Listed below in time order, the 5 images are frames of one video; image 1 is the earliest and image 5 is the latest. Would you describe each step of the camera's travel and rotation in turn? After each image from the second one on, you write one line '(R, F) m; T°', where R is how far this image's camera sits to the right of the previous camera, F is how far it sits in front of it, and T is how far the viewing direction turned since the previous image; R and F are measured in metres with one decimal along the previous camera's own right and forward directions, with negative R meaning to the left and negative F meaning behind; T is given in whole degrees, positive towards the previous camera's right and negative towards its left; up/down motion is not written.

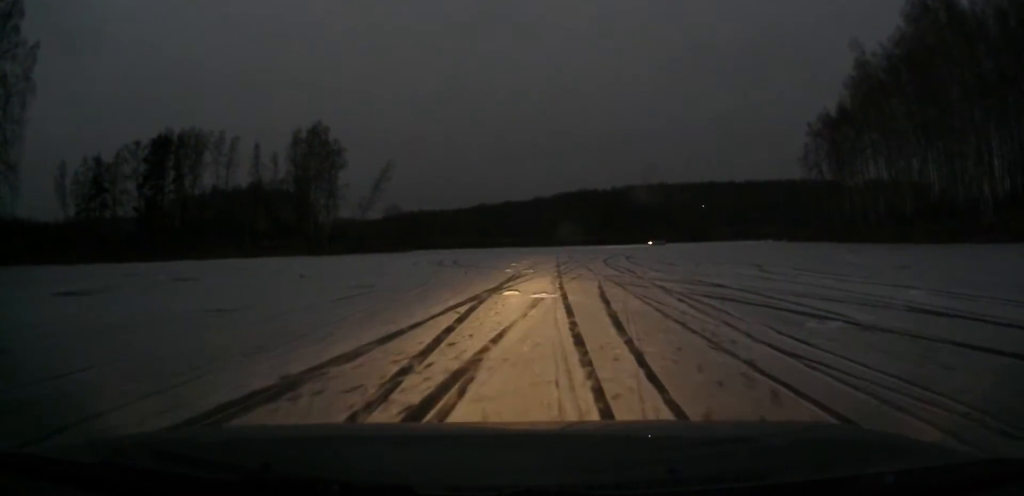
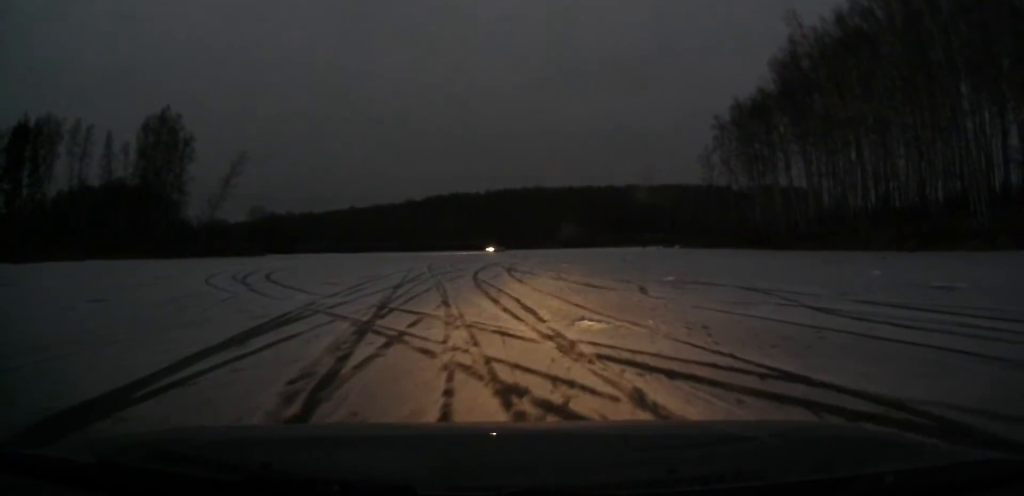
(+1.5, +13.3) m; +16°
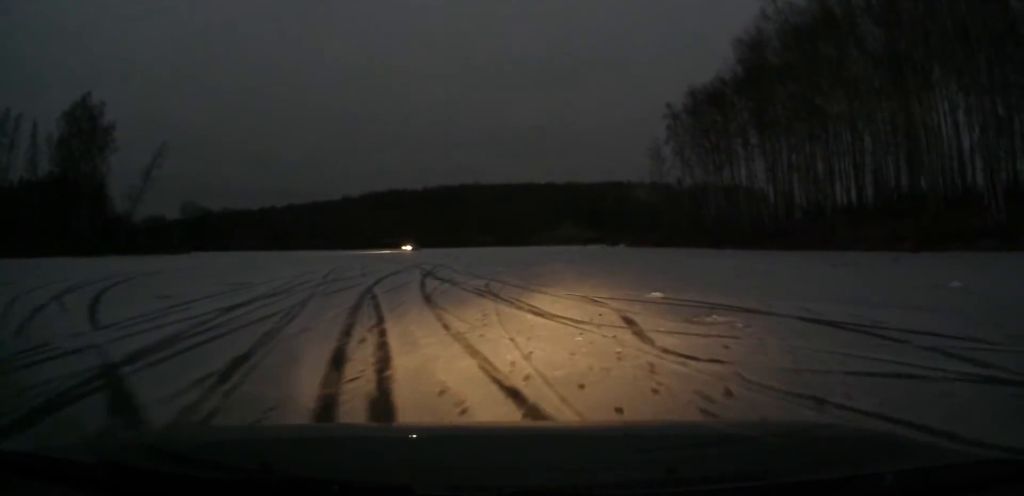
(+0.5, +7.8) m; +4°
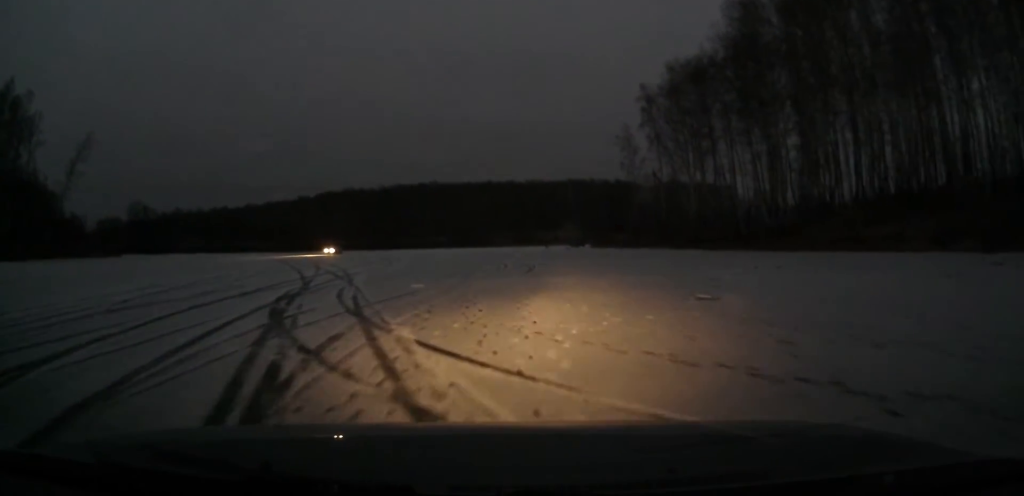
(+0.3, +12.0) m; +1°
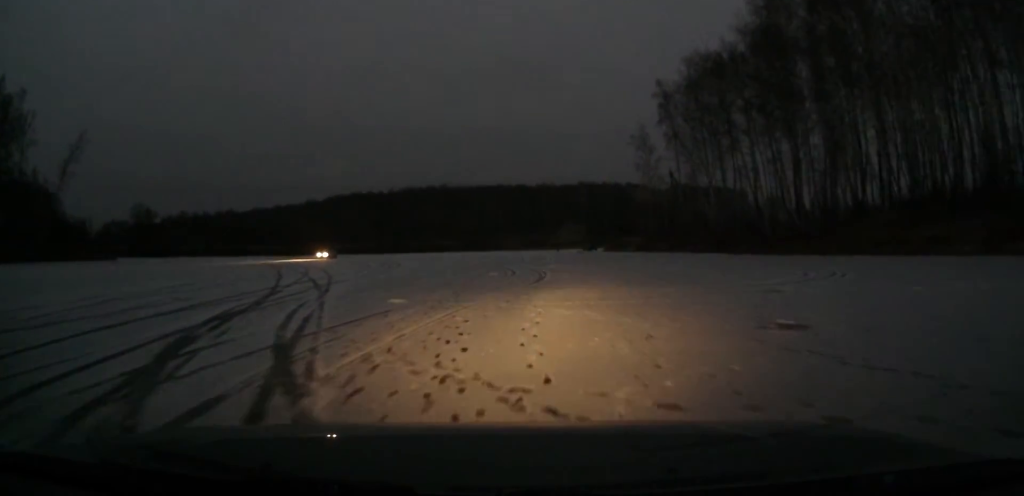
(-0.2, +4.7) m; -1°
